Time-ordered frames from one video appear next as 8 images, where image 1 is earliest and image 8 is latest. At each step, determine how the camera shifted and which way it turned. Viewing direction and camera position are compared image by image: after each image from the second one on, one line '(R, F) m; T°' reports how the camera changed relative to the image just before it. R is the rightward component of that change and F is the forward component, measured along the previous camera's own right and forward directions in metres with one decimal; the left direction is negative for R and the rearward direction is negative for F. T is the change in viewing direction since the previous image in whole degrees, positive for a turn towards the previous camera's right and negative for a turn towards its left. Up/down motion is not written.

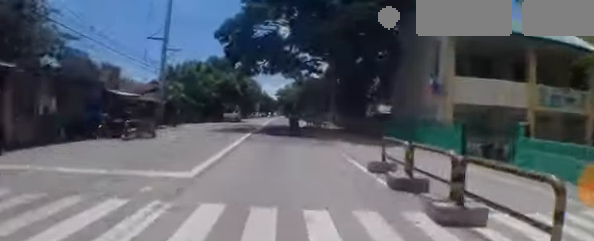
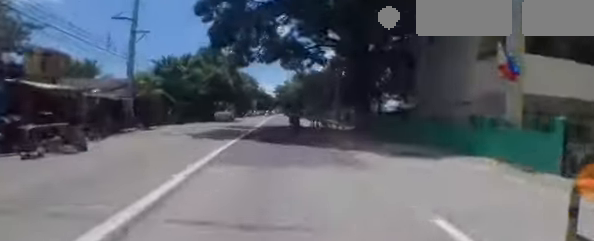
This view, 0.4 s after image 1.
(0.0, +4.6) m; 0°
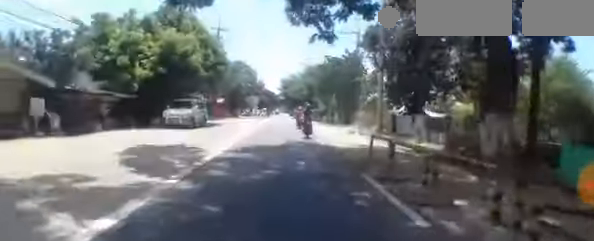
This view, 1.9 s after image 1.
(-0.1, +15.8) m; -1°
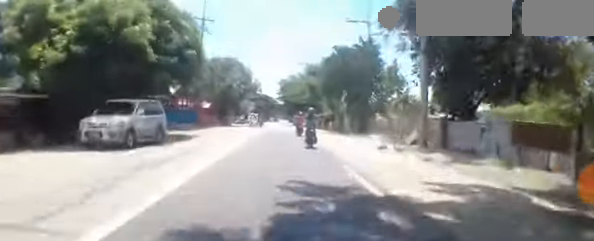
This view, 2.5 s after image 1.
(0.0, +7.6) m; 0°
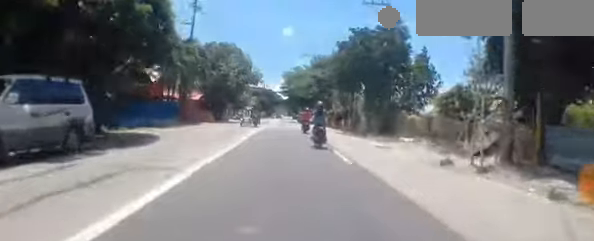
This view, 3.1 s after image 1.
(0.0, +6.7) m; 0°
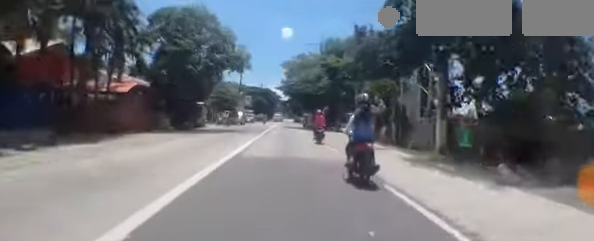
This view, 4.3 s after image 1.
(-0.2, +14.9) m; -2°
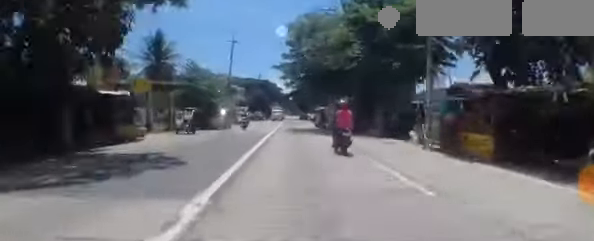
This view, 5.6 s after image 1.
(-0.3, +16.4) m; 0°
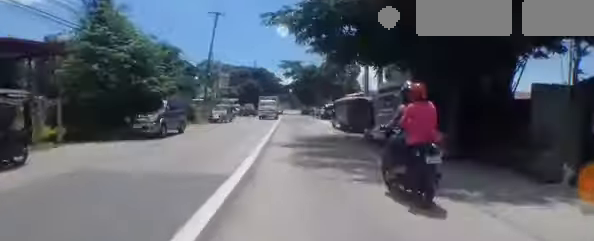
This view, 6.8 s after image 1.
(+0.3, +15.2) m; +3°
